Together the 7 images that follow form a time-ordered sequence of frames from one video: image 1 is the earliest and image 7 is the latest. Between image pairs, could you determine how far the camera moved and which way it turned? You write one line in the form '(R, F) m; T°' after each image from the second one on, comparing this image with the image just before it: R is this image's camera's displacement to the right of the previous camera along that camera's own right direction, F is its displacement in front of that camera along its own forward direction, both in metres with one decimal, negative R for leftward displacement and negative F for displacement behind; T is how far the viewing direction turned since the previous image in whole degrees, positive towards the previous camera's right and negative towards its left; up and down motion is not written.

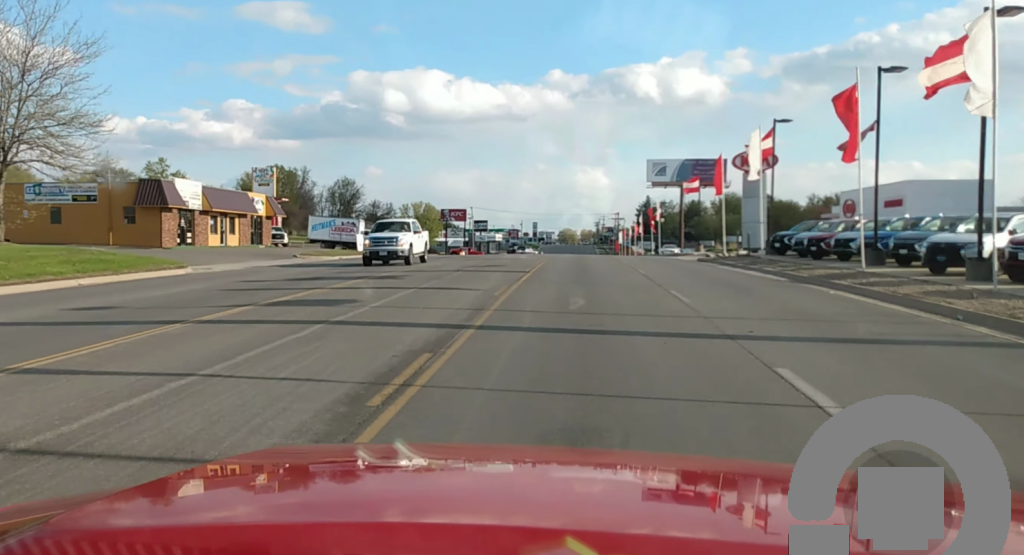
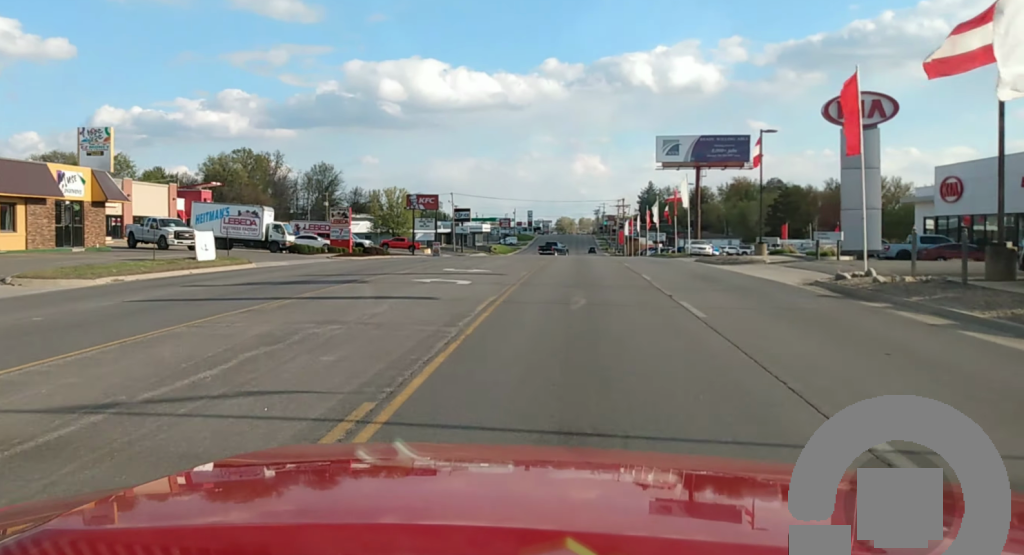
(0.0, +27.2) m; 0°
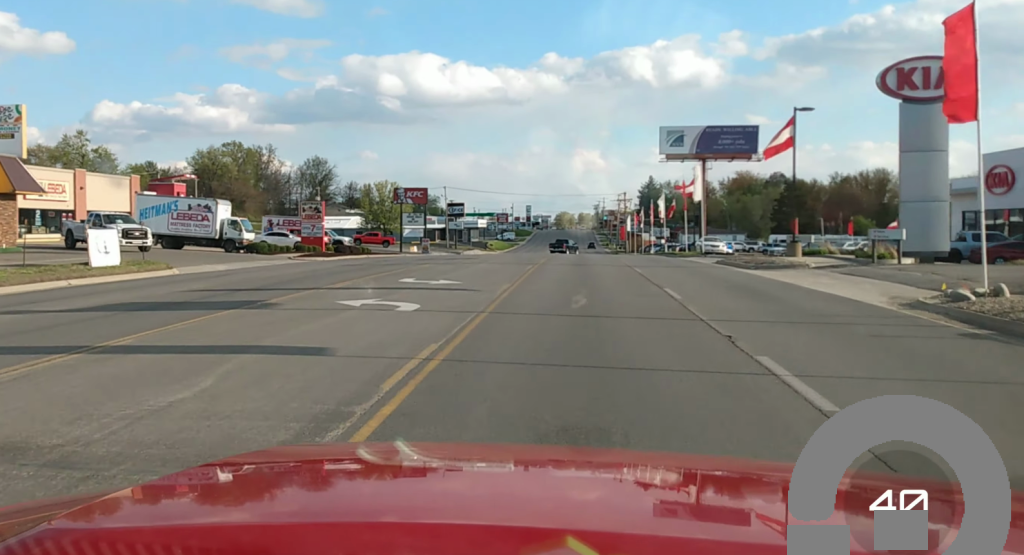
(0.0, +8.1) m; 0°
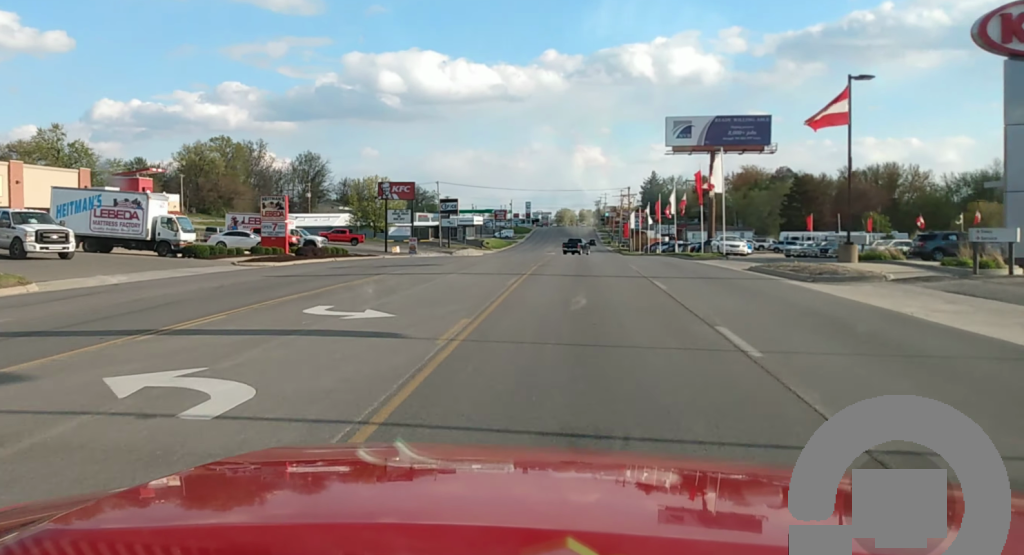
(0.0, +8.7) m; 0°
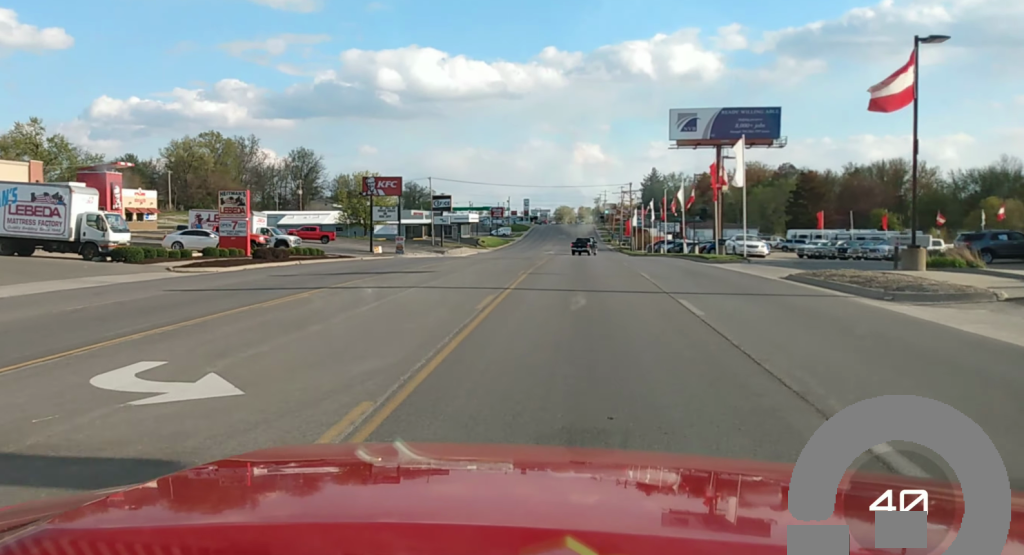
(0.0, +7.4) m; 0°
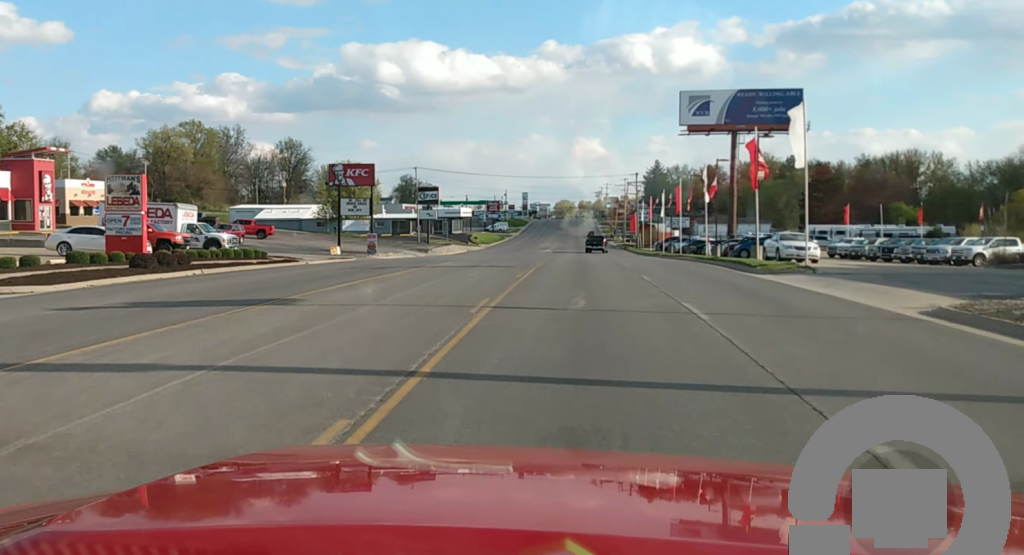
(0.0, +12.9) m; -1°
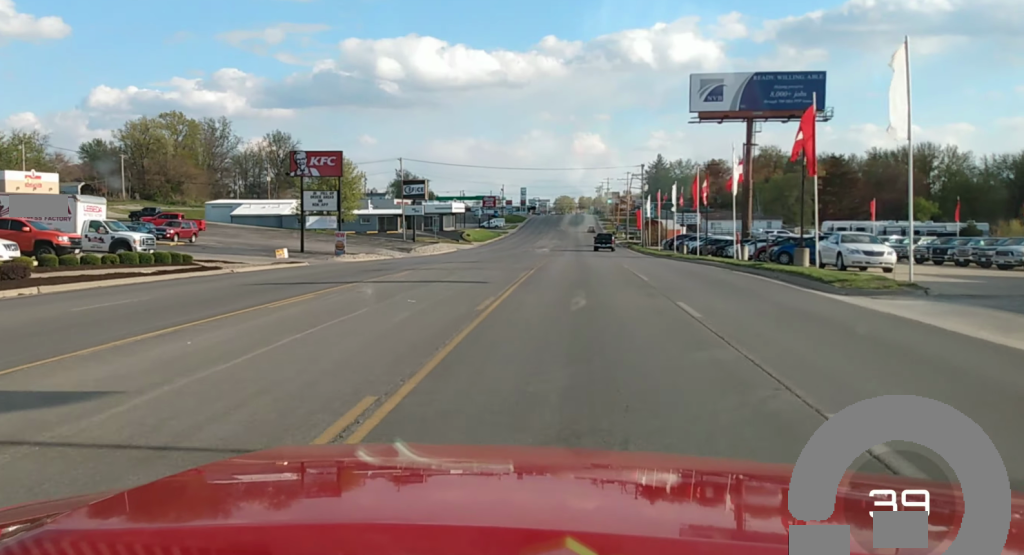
(-0.1, +11.0) m; 0°
